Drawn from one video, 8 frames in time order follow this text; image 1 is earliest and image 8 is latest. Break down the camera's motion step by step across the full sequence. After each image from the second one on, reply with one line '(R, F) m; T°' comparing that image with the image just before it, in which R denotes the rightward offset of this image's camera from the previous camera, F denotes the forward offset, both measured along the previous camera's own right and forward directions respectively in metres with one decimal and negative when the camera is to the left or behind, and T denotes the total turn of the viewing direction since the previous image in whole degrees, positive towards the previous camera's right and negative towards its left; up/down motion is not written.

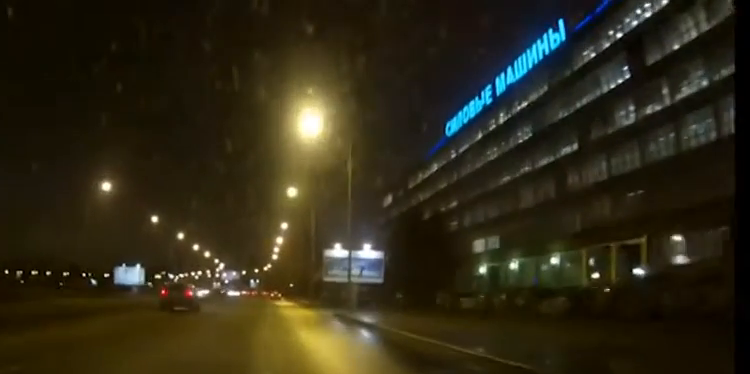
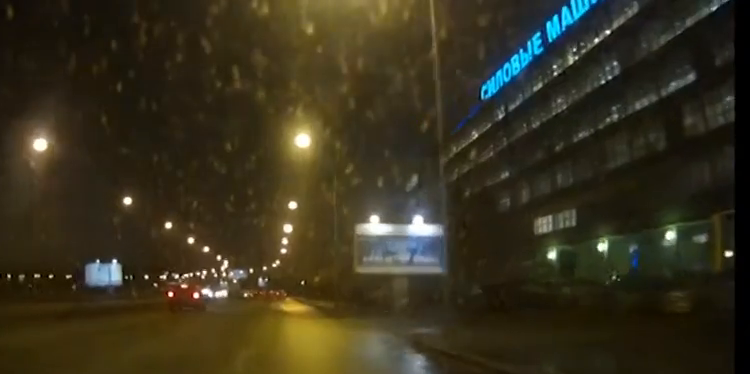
(+0.1, +22.5) m; 0°
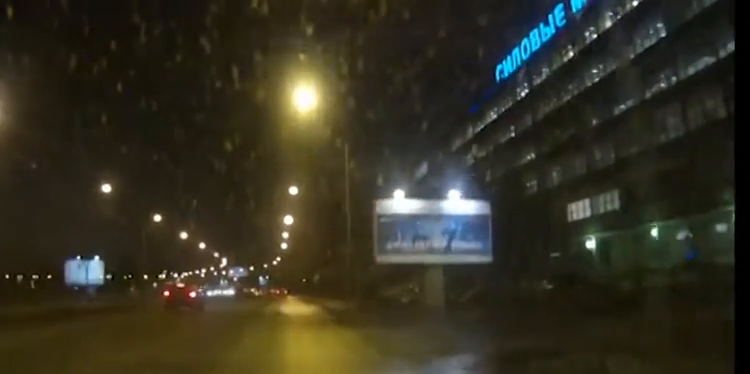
(0.0, +9.4) m; 0°
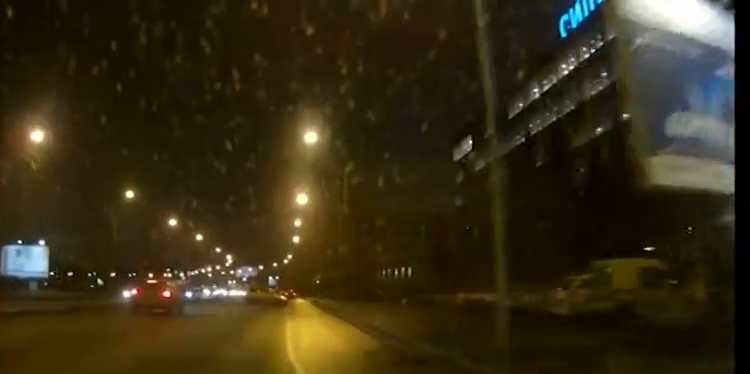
(0.0, +23.1) m; -1°
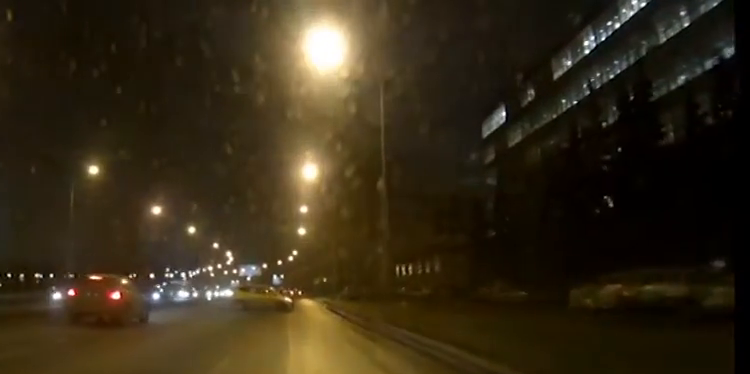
(-0.4, +16.1) m; -2°
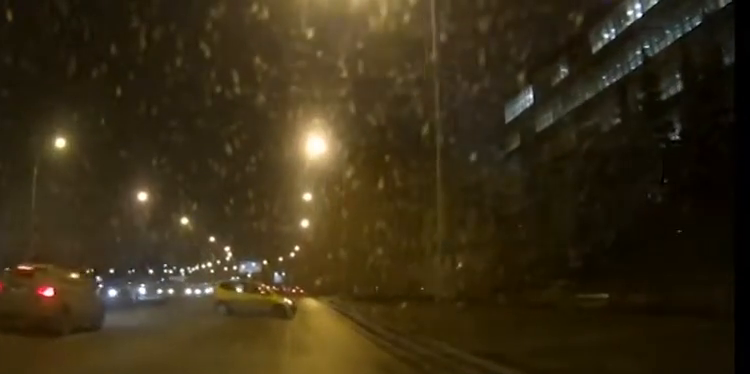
(-0.2, +11.1) m; -1°
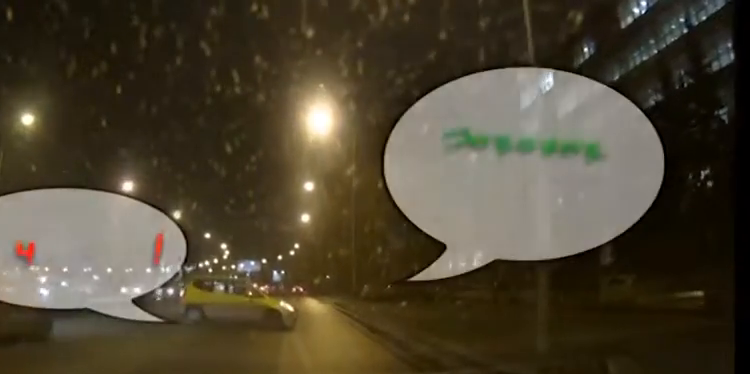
(0.0, +8.6) m; 0°
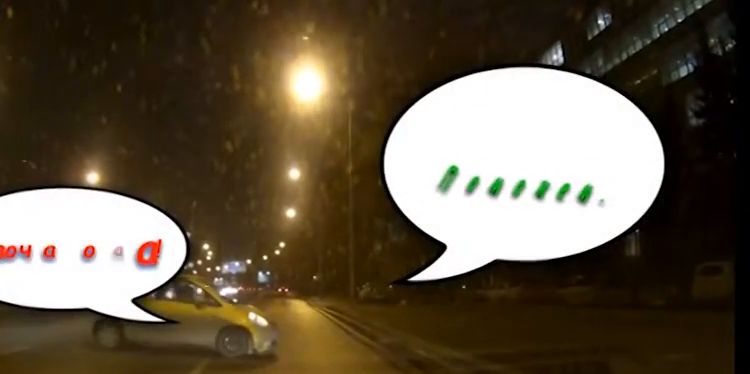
(0.0, +9.0) m; 0°
